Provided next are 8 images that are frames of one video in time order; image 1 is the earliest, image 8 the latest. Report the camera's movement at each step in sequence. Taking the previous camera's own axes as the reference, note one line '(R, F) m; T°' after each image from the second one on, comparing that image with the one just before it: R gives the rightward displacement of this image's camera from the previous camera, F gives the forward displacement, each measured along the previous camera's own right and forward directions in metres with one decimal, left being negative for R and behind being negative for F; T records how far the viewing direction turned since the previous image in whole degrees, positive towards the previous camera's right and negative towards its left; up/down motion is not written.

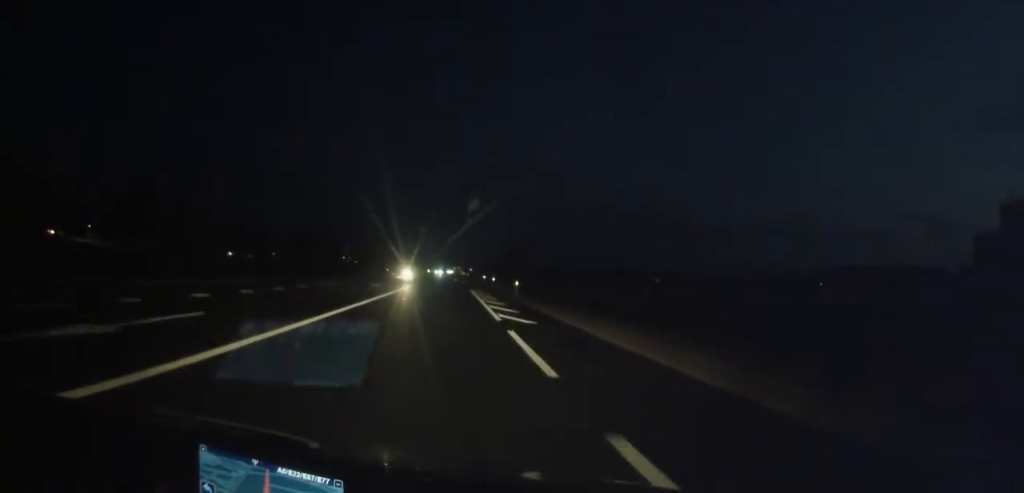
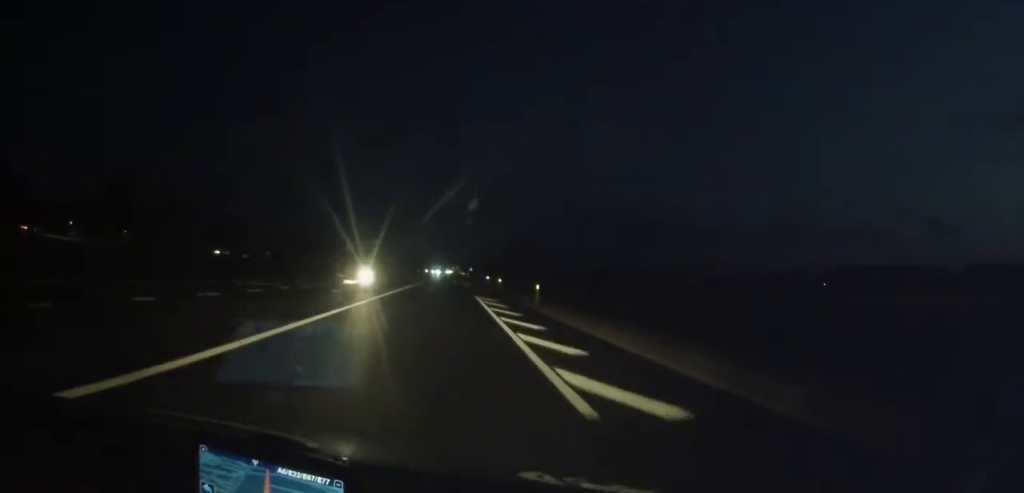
(0.0, +11.2) m; 0°
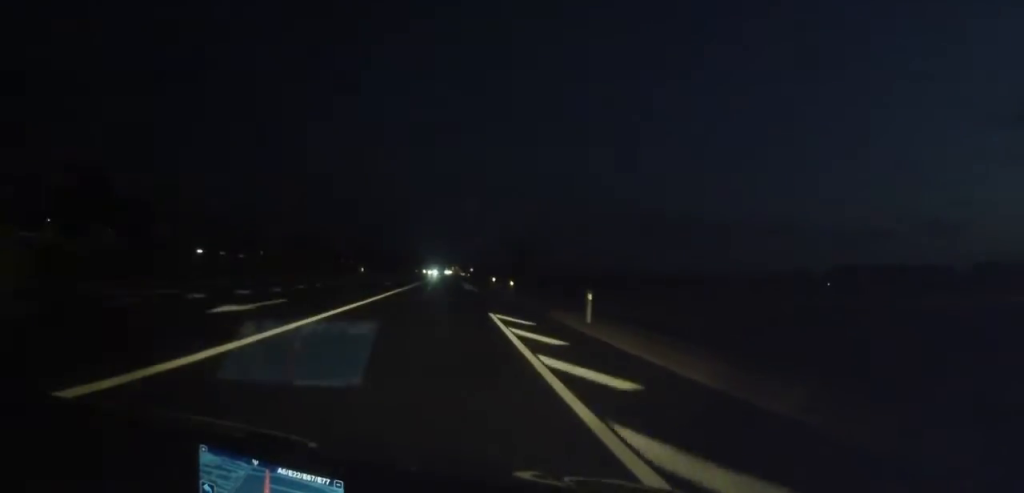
(-0.1, +12.8) m; 0°
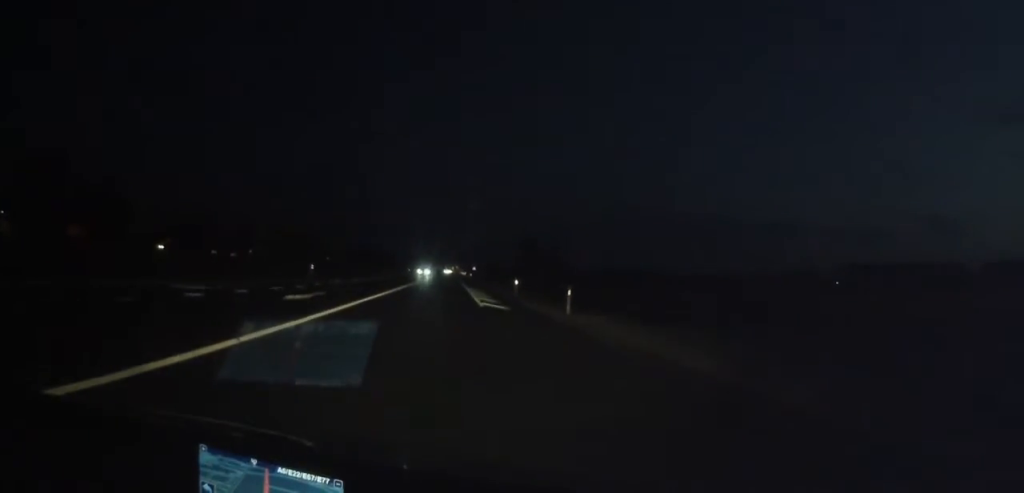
(+0.1, +24.0) m; 0°
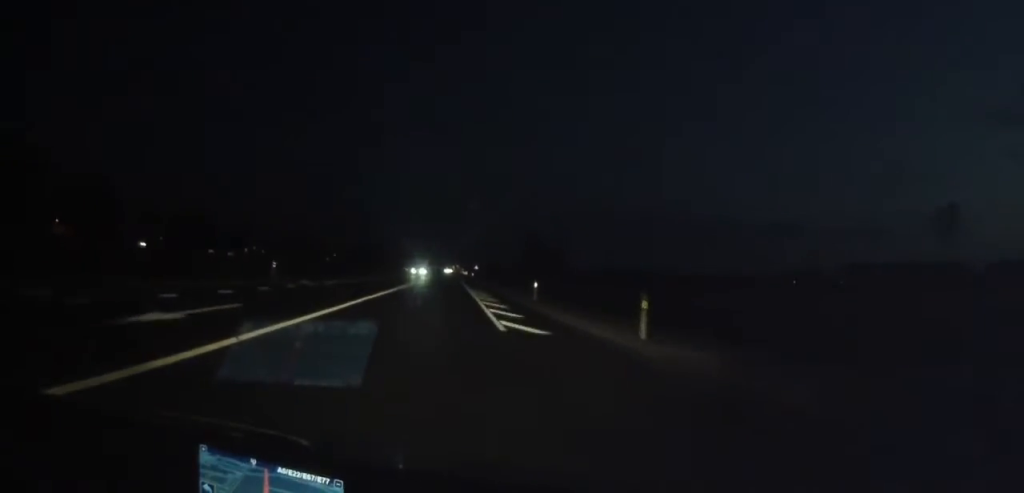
(+0.1, +9.6) m; 0°
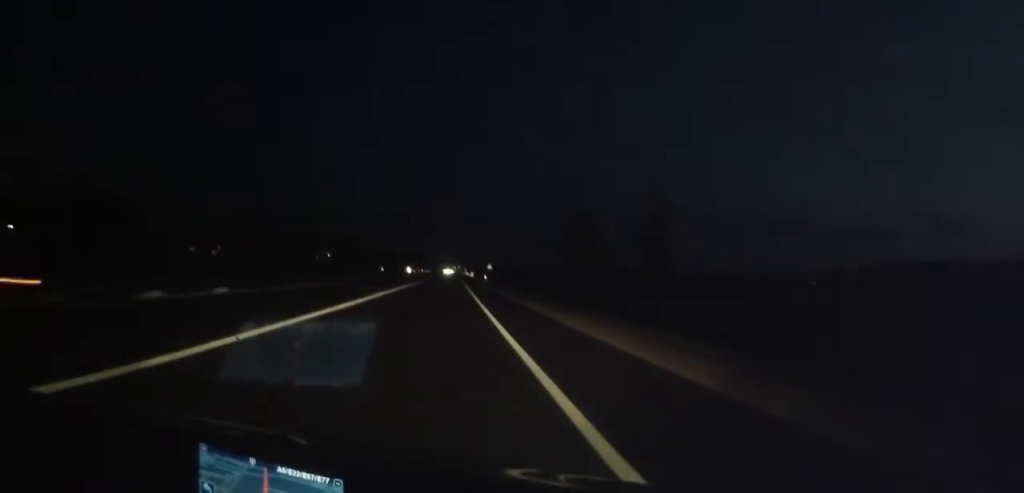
(-0.7, +47.9) m; 0°
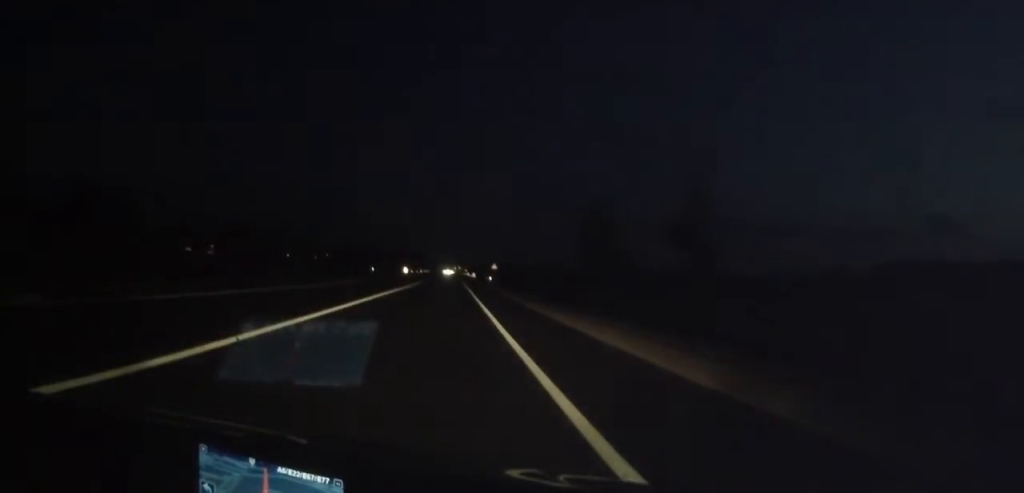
(+0.1, +10.4) m; 0°
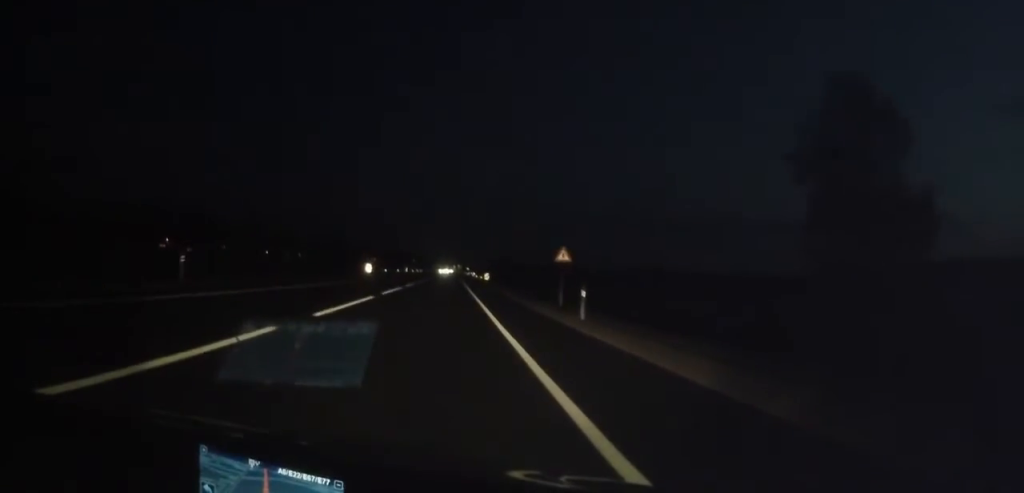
(-0.2, +54.6) m; -1°
